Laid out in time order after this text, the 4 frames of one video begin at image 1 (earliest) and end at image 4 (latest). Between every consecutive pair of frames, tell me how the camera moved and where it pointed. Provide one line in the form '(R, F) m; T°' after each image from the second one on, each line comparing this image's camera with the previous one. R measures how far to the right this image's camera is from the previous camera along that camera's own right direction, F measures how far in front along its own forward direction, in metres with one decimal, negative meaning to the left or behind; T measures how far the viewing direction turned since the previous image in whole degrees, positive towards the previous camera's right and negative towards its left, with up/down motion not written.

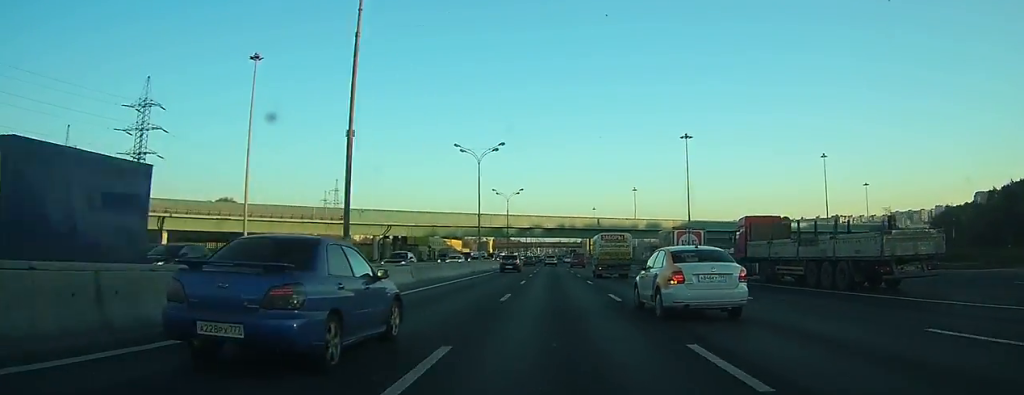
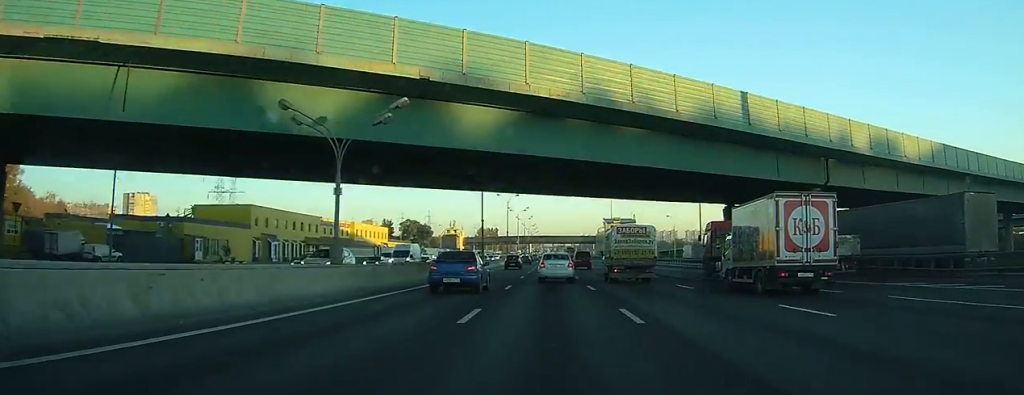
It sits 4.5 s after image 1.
(-0.5, +115.3) m; 0°
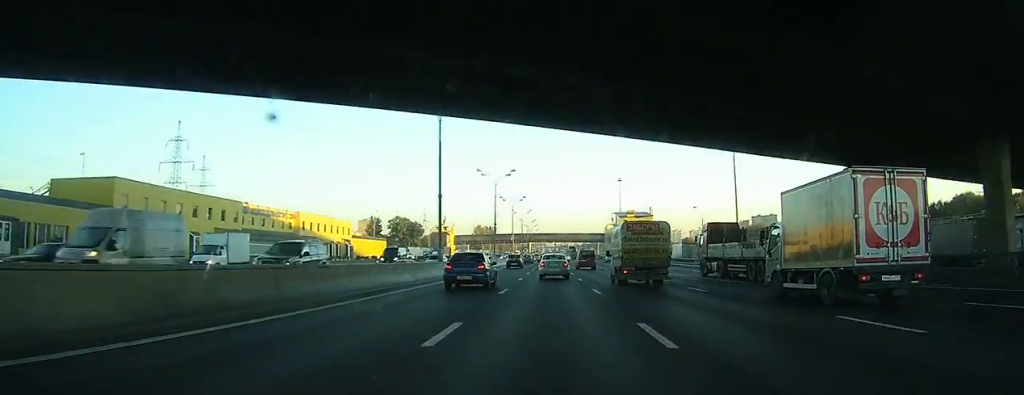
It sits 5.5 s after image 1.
(0.0, +28.1) m; 0°
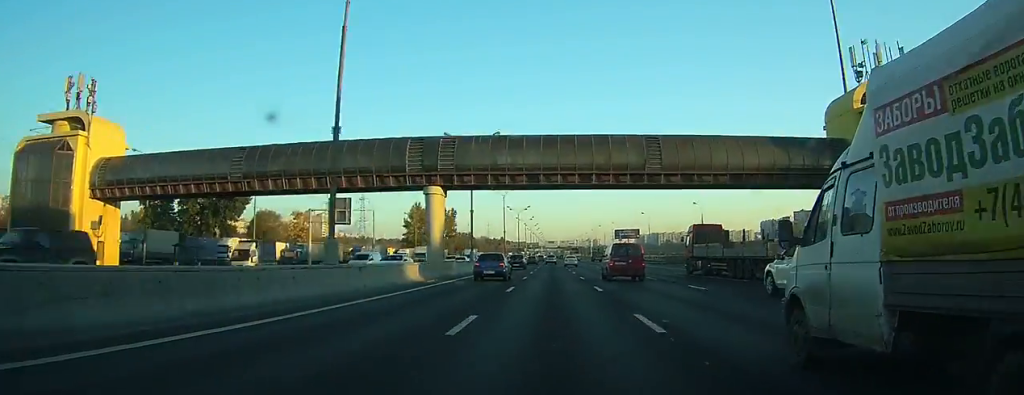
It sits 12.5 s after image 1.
(-1.0, +172.5) m; 0°
